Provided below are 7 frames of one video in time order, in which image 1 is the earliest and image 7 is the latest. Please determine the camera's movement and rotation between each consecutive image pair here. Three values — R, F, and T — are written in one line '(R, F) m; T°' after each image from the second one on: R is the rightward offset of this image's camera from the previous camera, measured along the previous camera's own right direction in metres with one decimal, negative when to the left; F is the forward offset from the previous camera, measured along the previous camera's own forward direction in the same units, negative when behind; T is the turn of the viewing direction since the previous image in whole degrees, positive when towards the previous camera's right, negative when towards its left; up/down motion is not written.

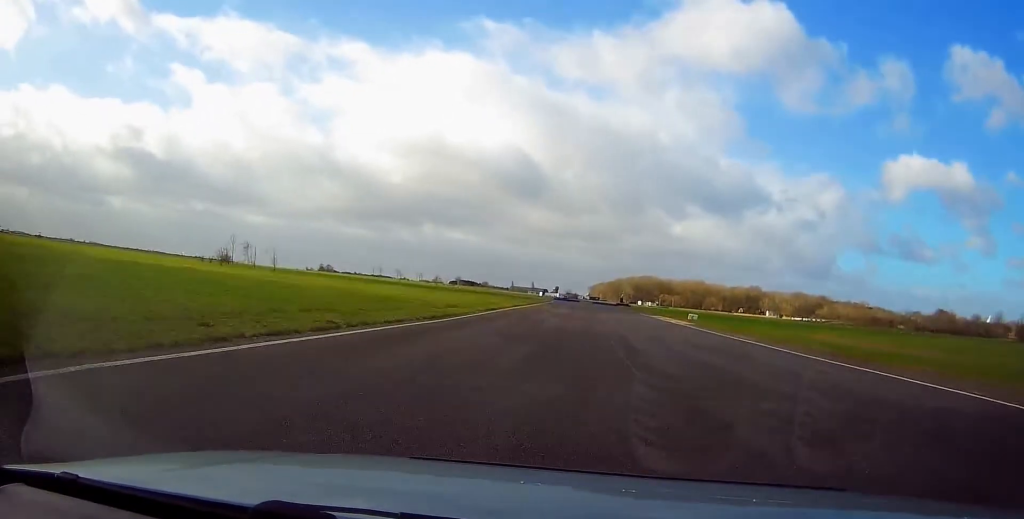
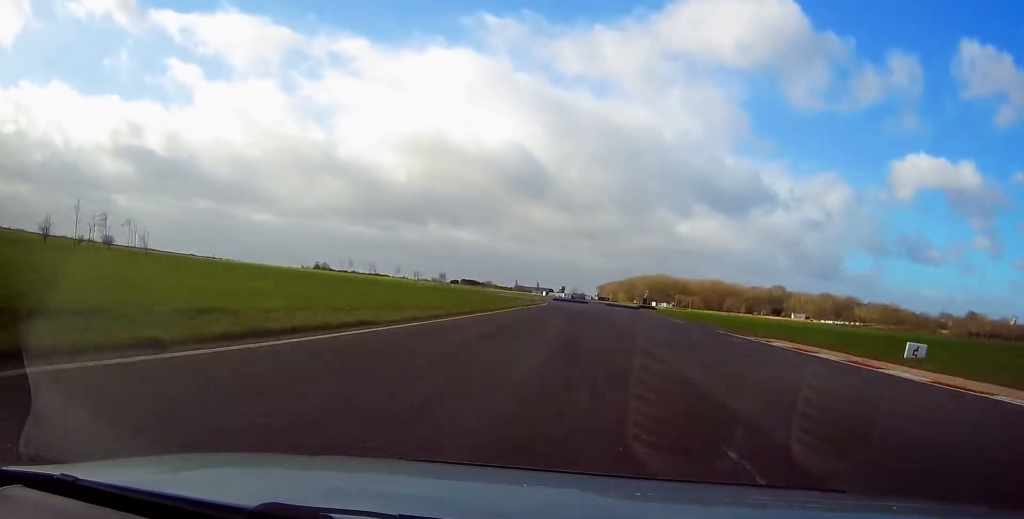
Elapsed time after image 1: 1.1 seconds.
(-0.9, +44.1) m; -2°
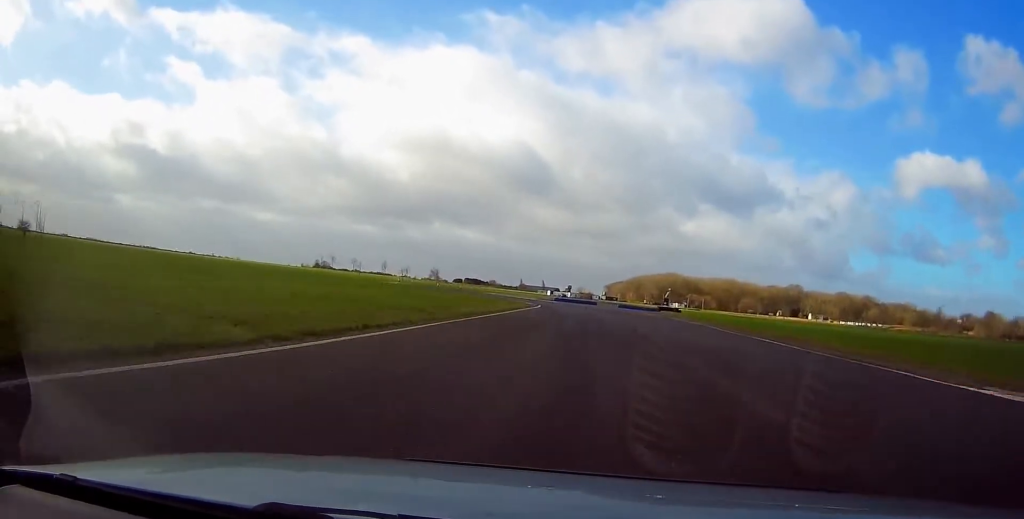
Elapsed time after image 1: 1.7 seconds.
(-0.3, +22.4) m; -1°
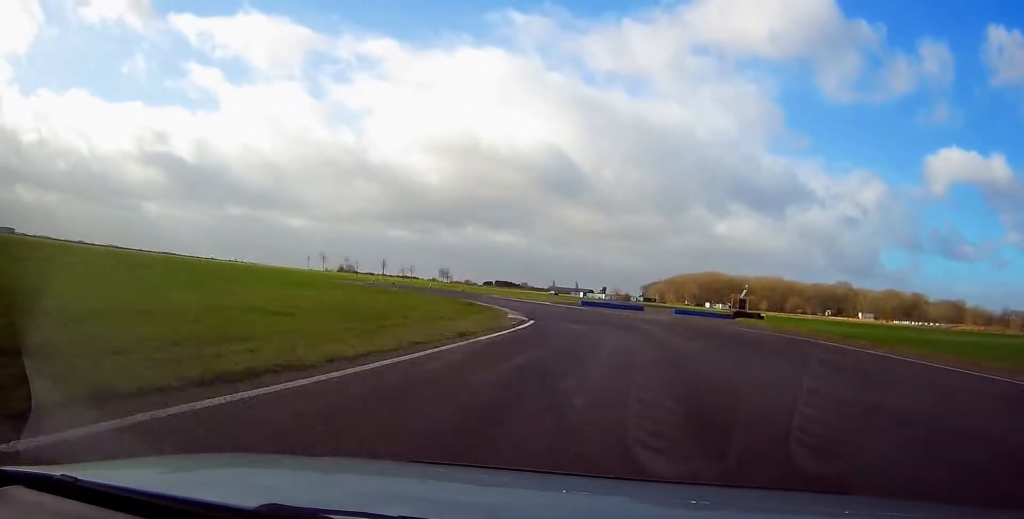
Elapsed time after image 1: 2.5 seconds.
(-0.6, +32.5) m; -4°
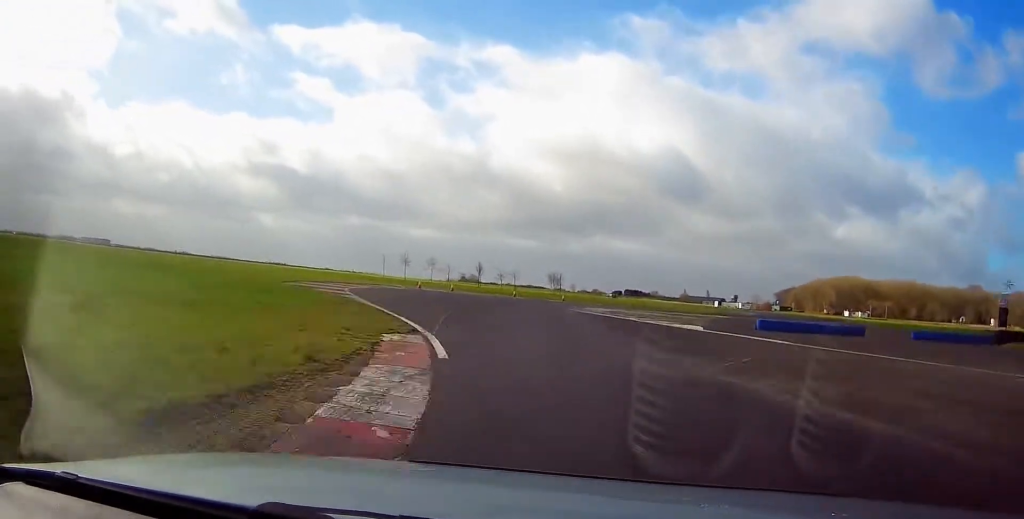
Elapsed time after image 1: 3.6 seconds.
(-1.8, +33.2) m; -7°
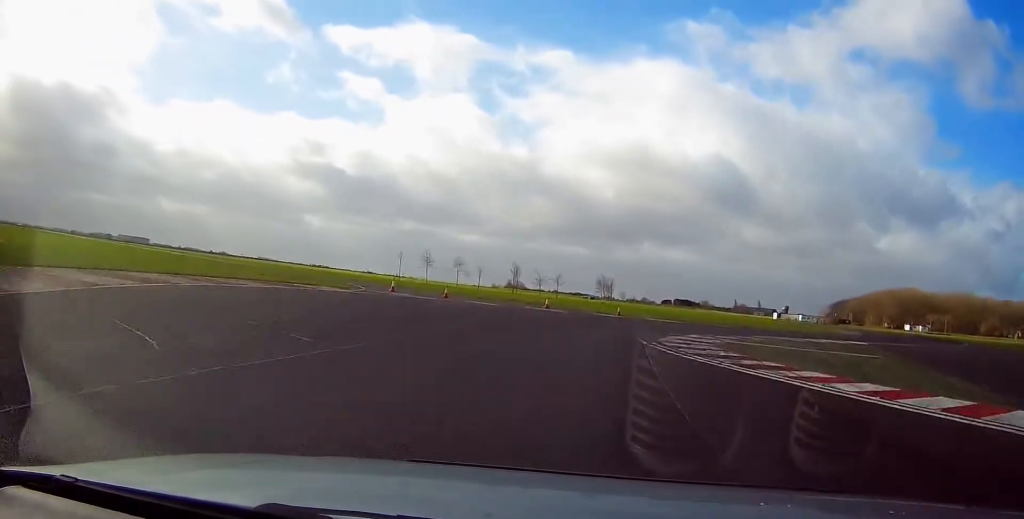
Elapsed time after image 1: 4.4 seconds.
(-1.8, +23.3) m; 0°
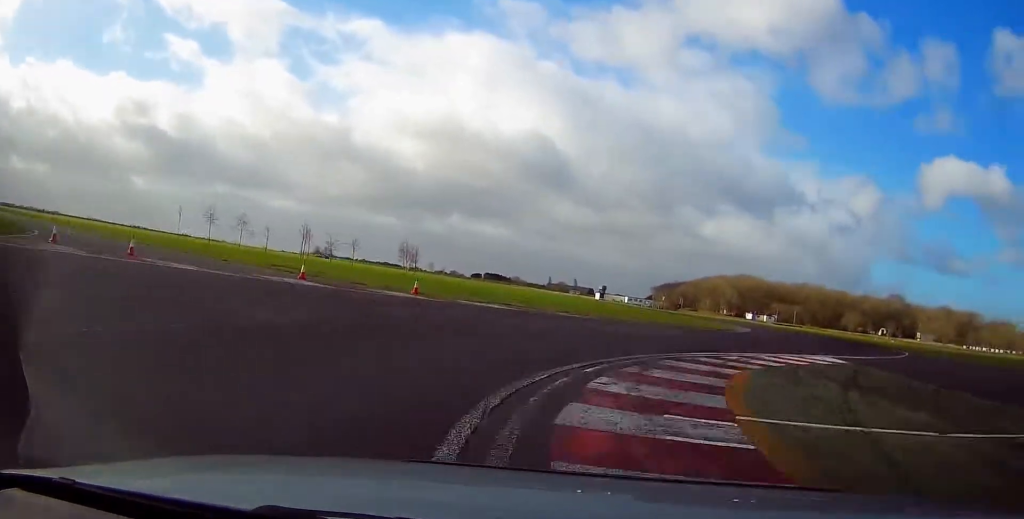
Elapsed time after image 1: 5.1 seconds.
(+0.4, +17.4) m; +9°
